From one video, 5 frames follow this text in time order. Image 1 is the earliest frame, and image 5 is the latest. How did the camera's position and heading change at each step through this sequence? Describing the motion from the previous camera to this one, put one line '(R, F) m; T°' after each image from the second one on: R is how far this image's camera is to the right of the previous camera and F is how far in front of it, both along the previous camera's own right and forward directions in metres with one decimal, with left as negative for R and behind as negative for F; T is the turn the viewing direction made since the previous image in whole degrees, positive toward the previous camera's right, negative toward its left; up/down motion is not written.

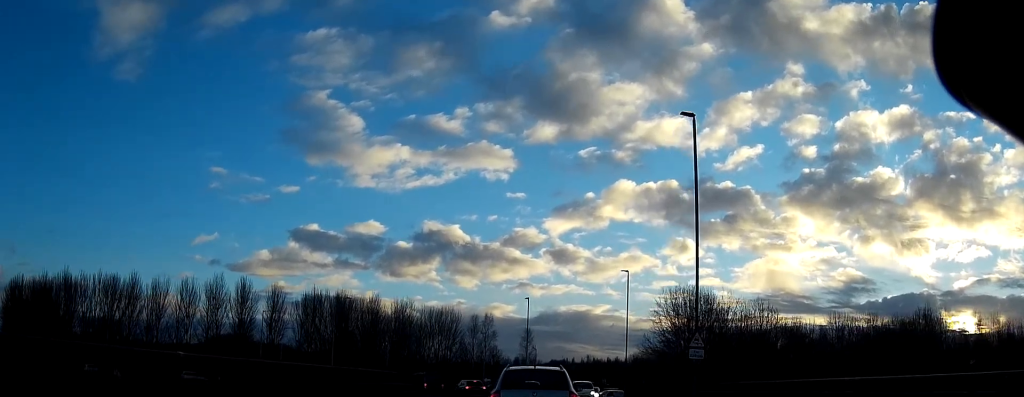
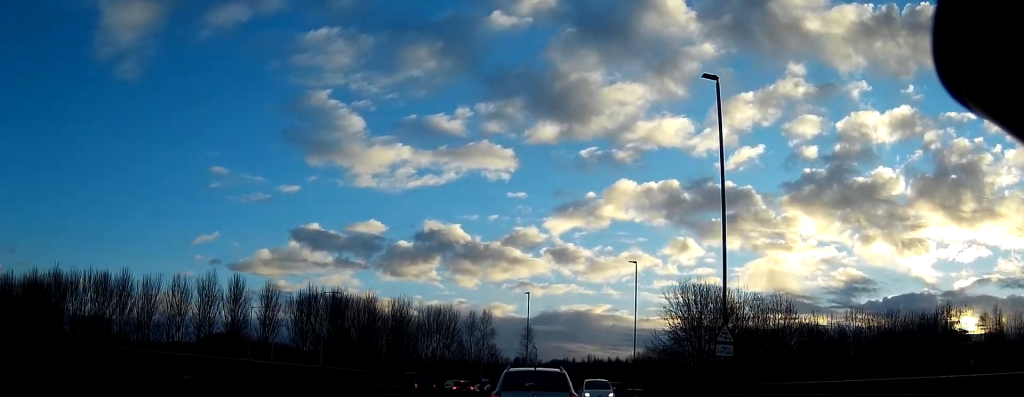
(0.0, +4.5) m; 0°
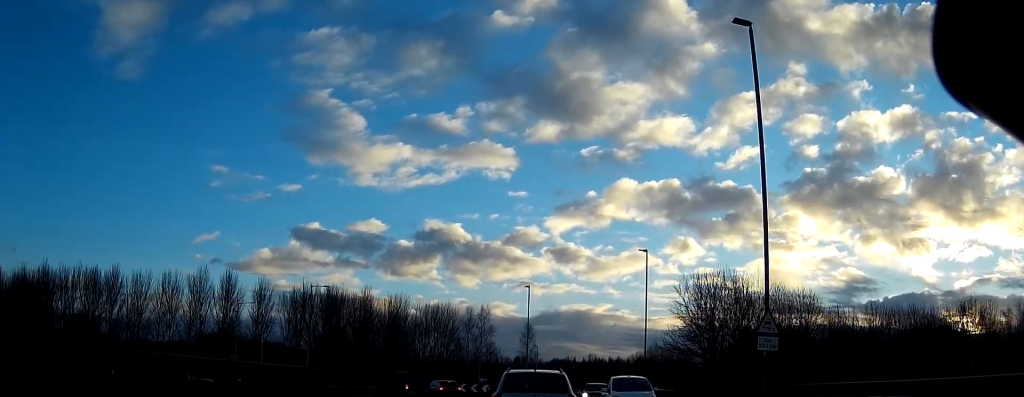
(+0.1, +5.0) m; 0°
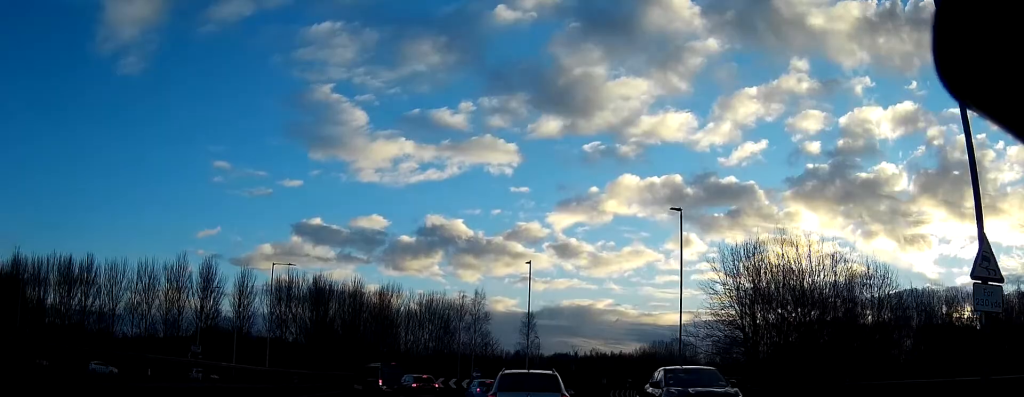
(-0.2, +11.7) m; -1°
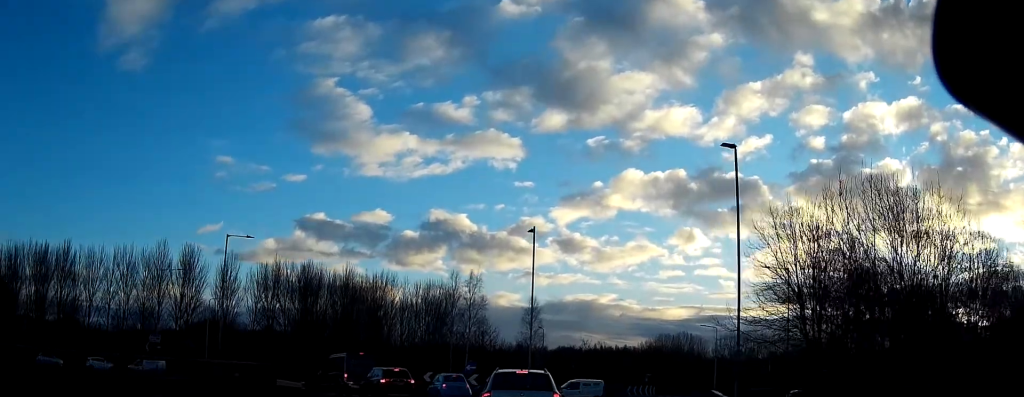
(+0.2, +10.5) m; +2°
